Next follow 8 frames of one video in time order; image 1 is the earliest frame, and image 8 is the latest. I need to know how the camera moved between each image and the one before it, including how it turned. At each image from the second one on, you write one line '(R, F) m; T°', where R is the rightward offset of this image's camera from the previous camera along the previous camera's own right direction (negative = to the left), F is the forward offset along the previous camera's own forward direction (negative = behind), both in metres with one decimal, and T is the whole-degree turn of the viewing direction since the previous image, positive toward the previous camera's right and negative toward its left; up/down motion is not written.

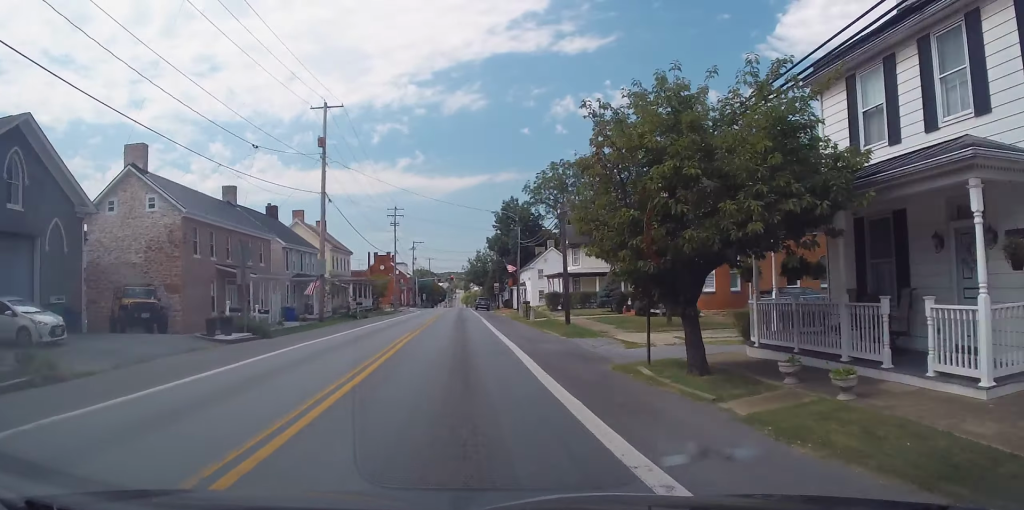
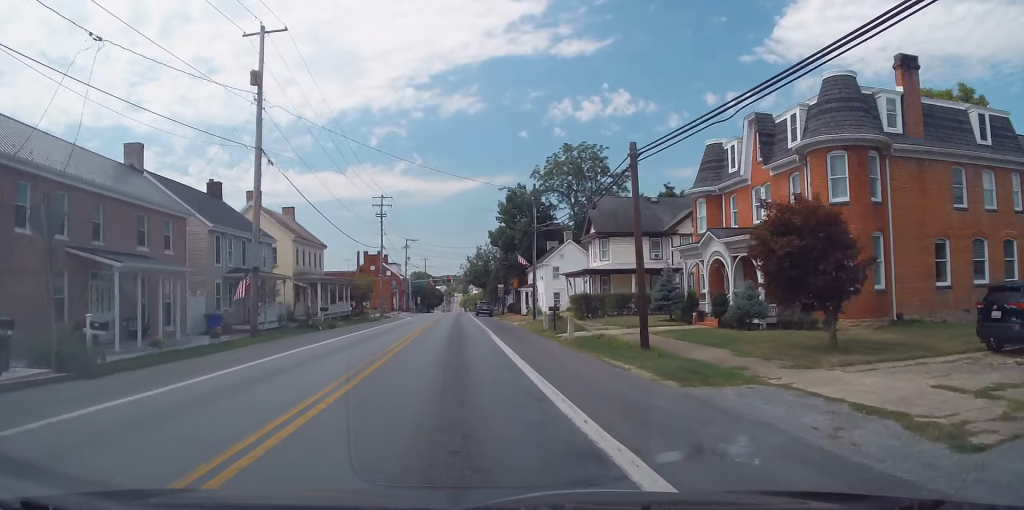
(0.0, +13.3) m; 0°
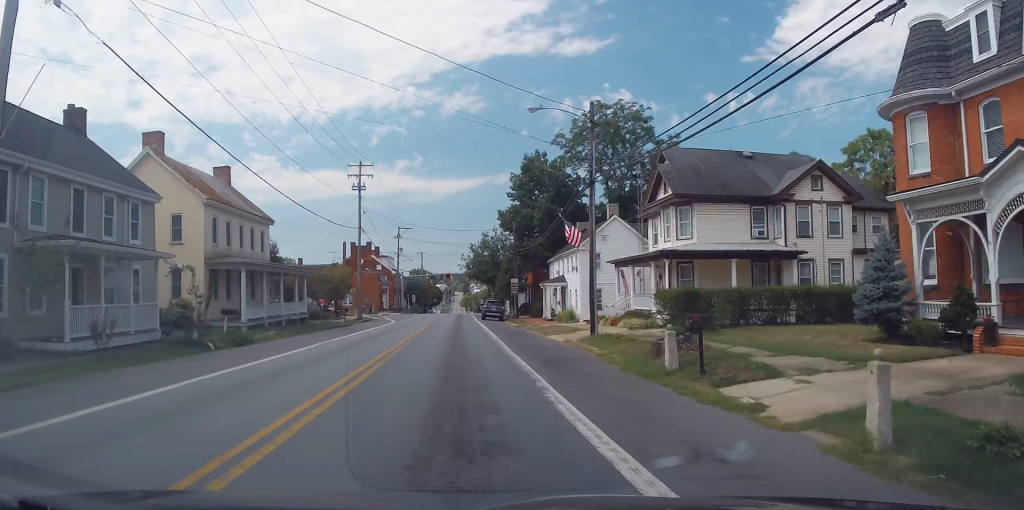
(-0.2, +17.2) m; -2°
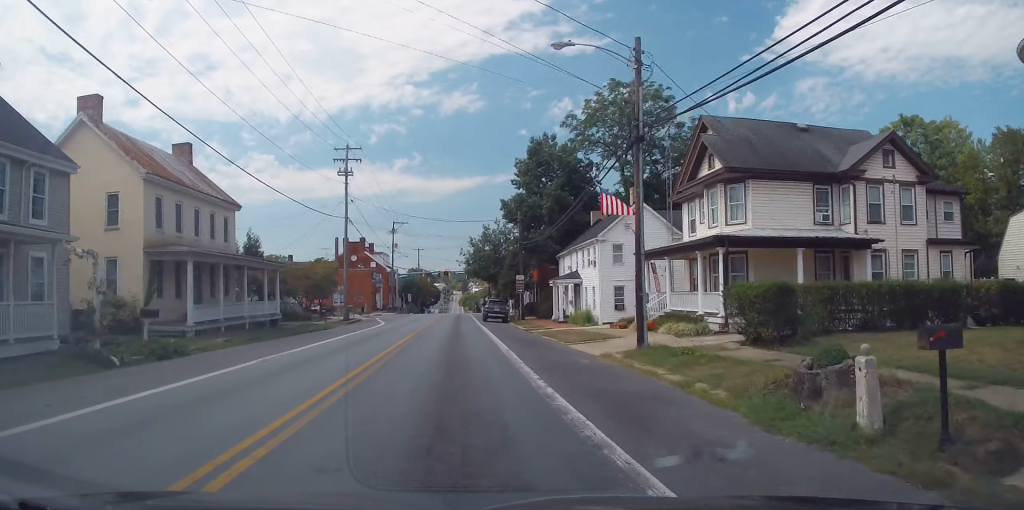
(-0.2, +6.1) m; 0°
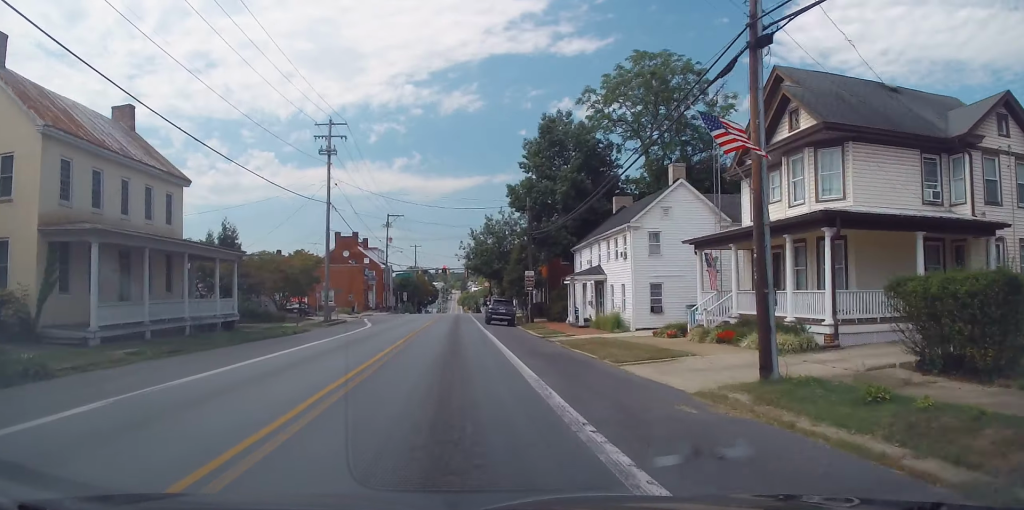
(-0.2, +7.0) m; 0°
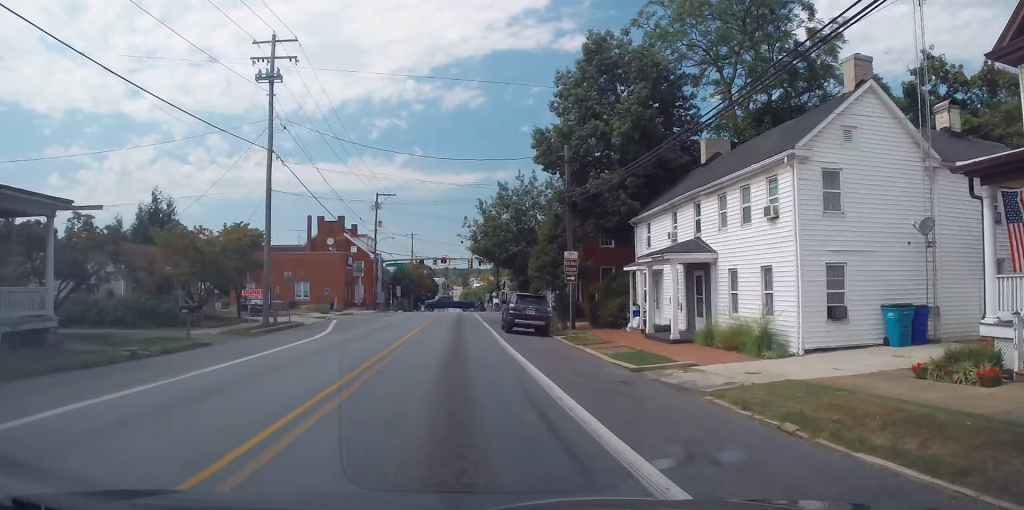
(+0.3, +14.2) m; +1°
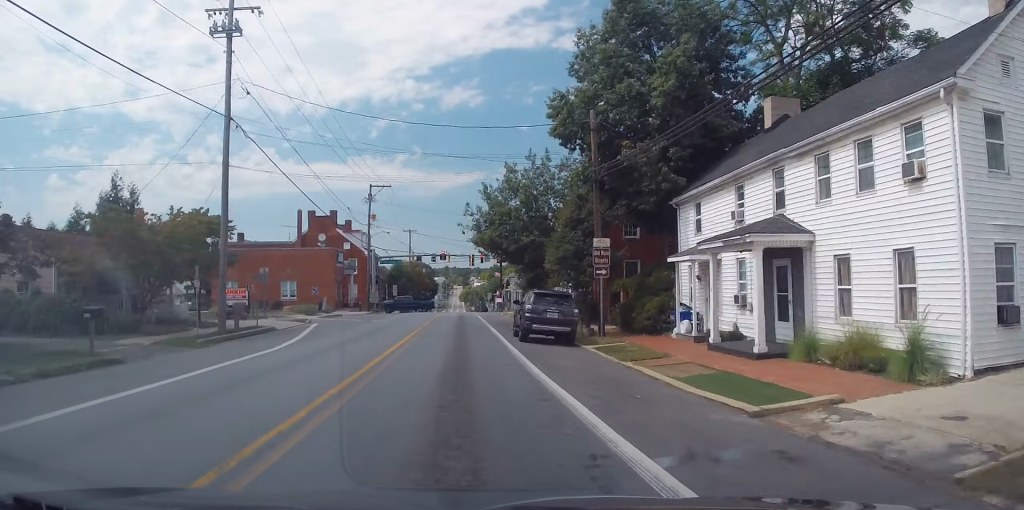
(0.0, +5.5) m; 0°
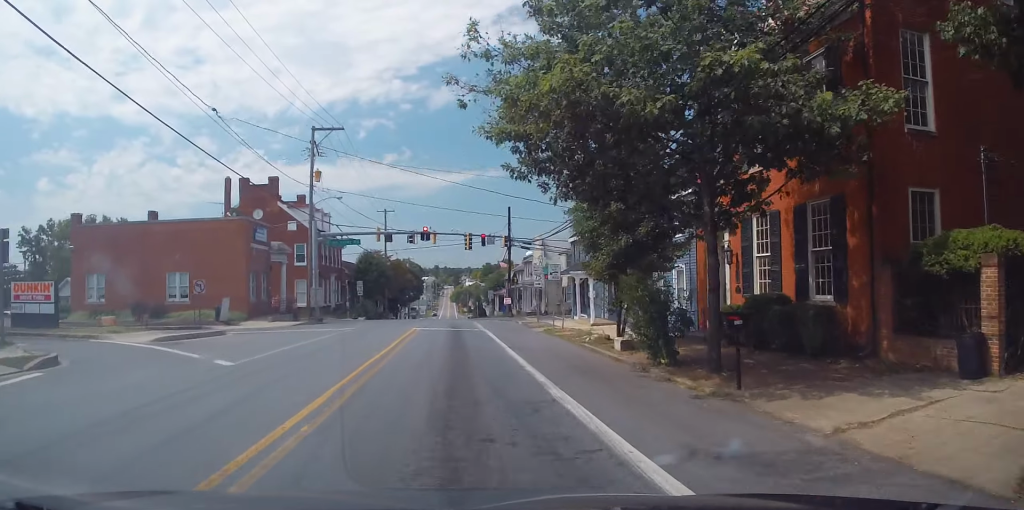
(+0.7, +23.0) m; +1°
